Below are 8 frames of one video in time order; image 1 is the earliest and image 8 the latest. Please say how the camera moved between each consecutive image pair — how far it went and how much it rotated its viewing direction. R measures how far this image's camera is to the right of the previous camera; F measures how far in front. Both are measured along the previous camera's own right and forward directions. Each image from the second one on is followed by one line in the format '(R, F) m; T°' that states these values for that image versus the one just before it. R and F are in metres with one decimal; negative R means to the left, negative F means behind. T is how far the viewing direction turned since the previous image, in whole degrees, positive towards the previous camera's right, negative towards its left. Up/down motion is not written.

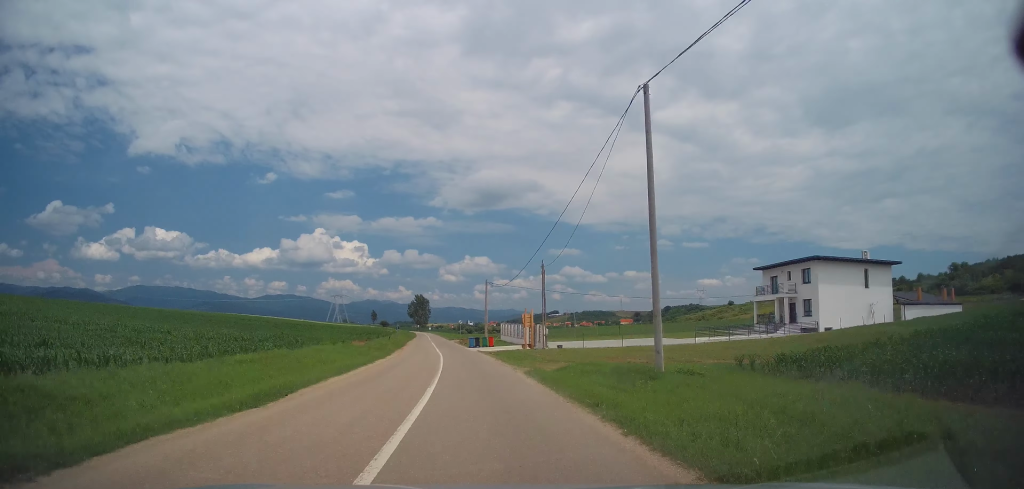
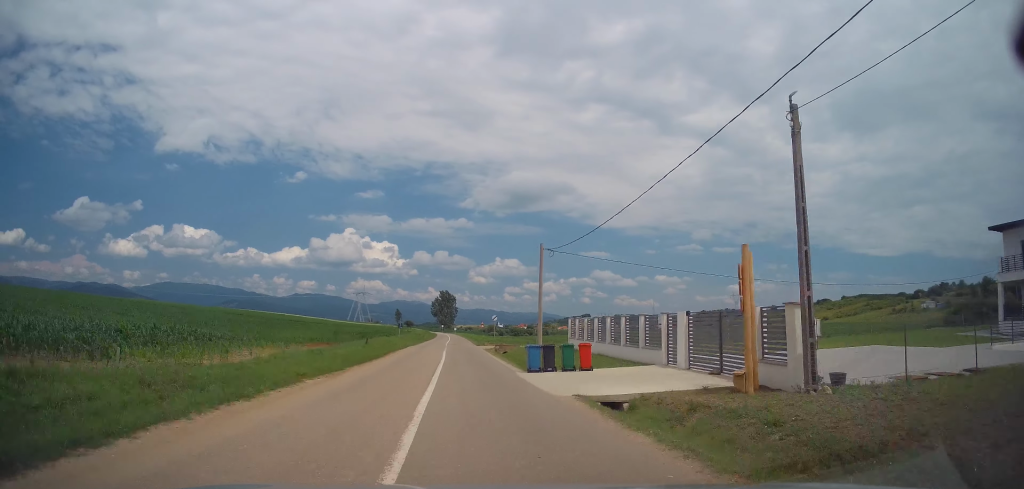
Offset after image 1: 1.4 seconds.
(-0.5, +30.3) m; -1°
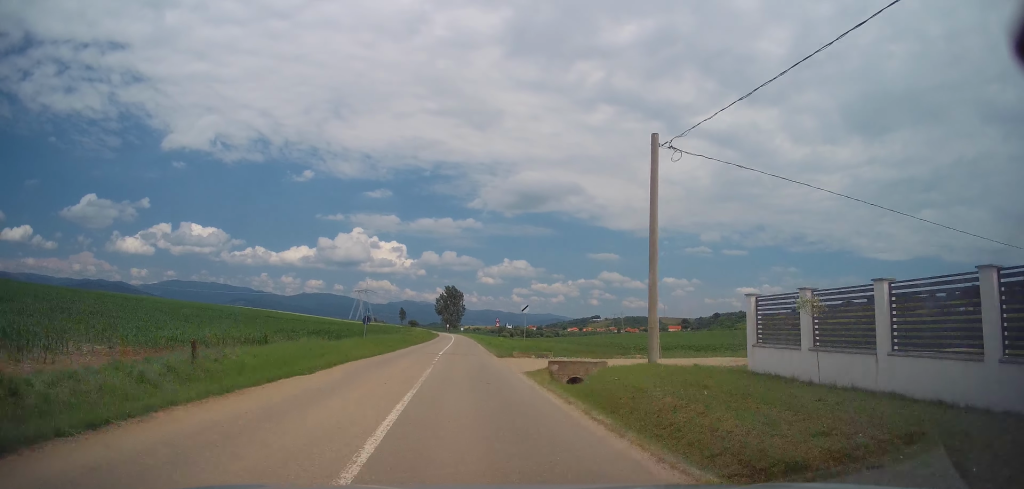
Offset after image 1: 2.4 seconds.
(-0.2, +23.9) m; -2°
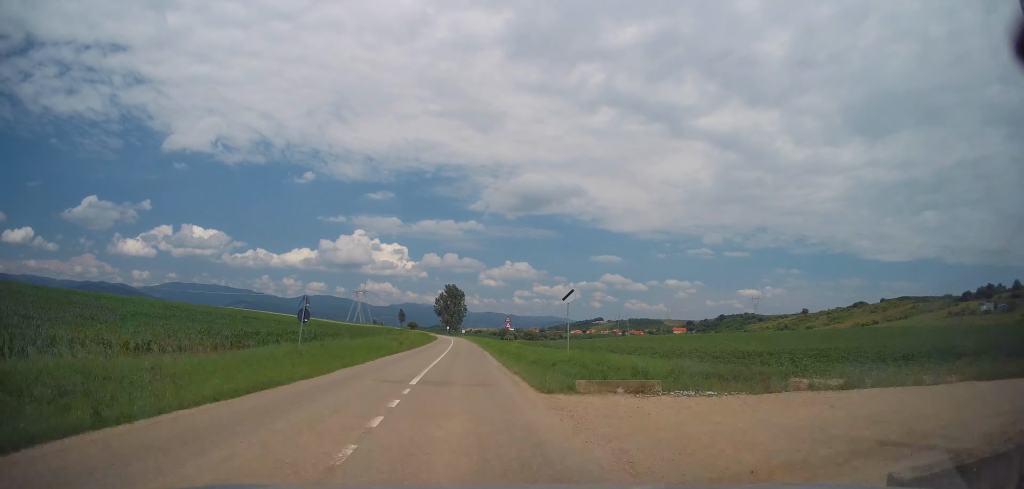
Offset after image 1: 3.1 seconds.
(-0.3, +14.9) m; -1°
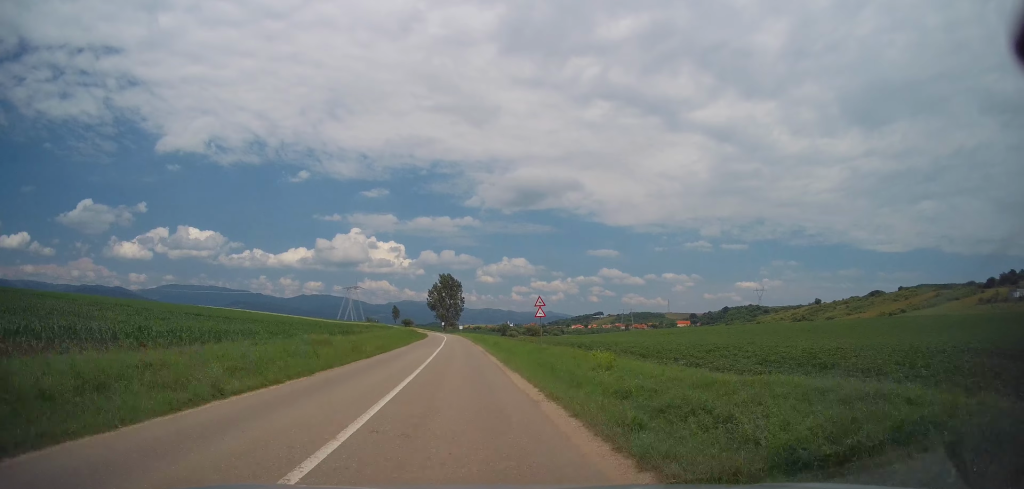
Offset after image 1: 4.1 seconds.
(-0.1, +24.9) m; 0°
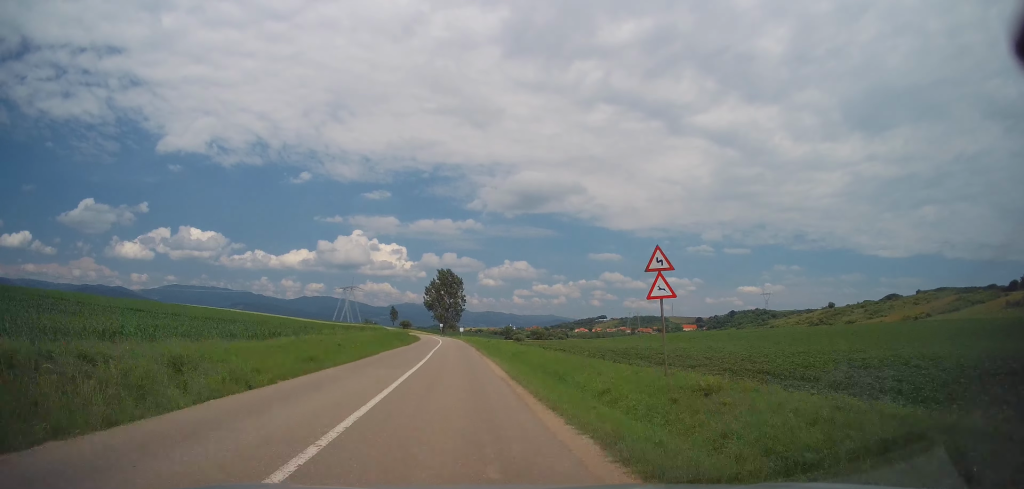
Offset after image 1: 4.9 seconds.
(0.0, +19.0) m; 0°
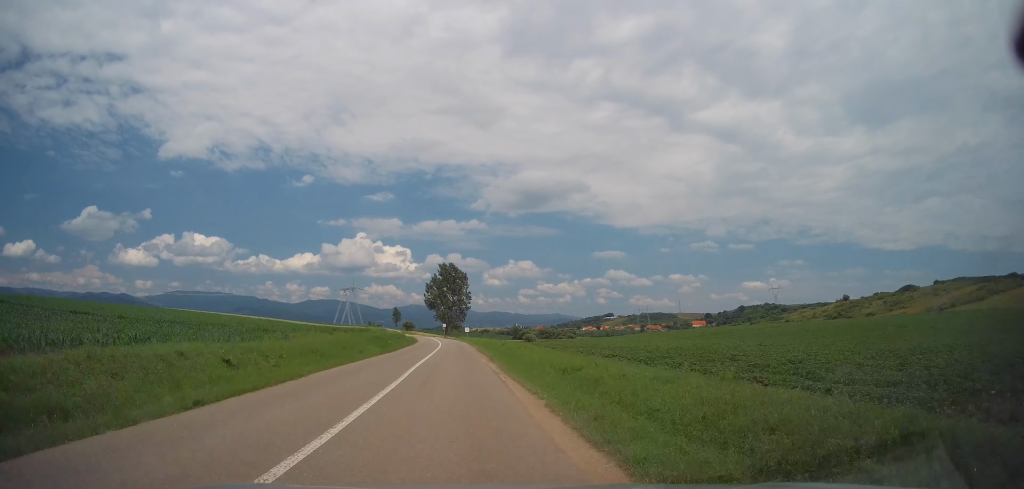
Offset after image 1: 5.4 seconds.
(0.0, +13.2) m; 0°
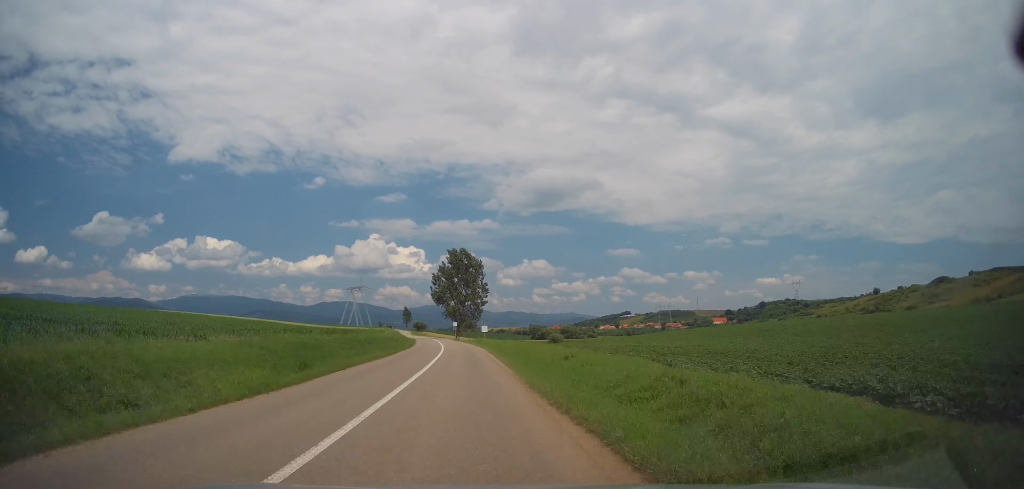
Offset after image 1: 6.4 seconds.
(-0.1, +23.1) m; -1°
